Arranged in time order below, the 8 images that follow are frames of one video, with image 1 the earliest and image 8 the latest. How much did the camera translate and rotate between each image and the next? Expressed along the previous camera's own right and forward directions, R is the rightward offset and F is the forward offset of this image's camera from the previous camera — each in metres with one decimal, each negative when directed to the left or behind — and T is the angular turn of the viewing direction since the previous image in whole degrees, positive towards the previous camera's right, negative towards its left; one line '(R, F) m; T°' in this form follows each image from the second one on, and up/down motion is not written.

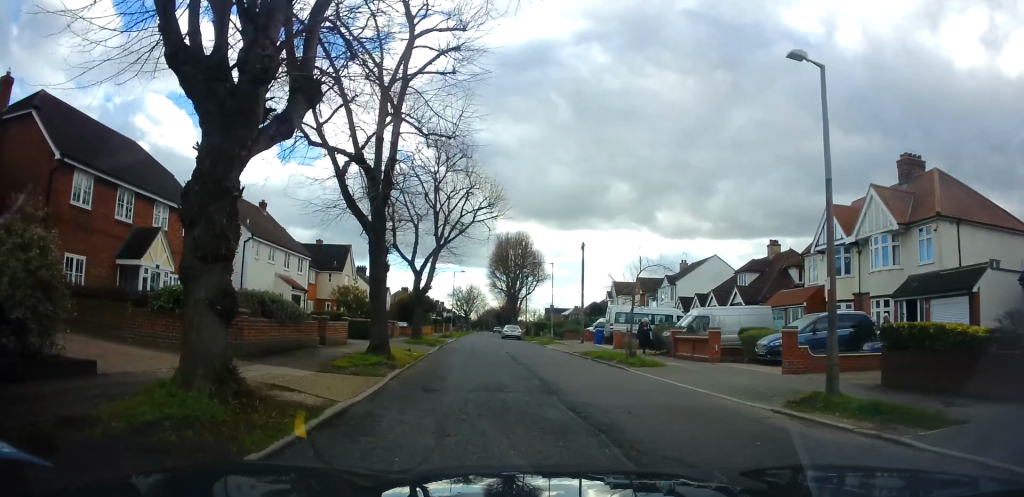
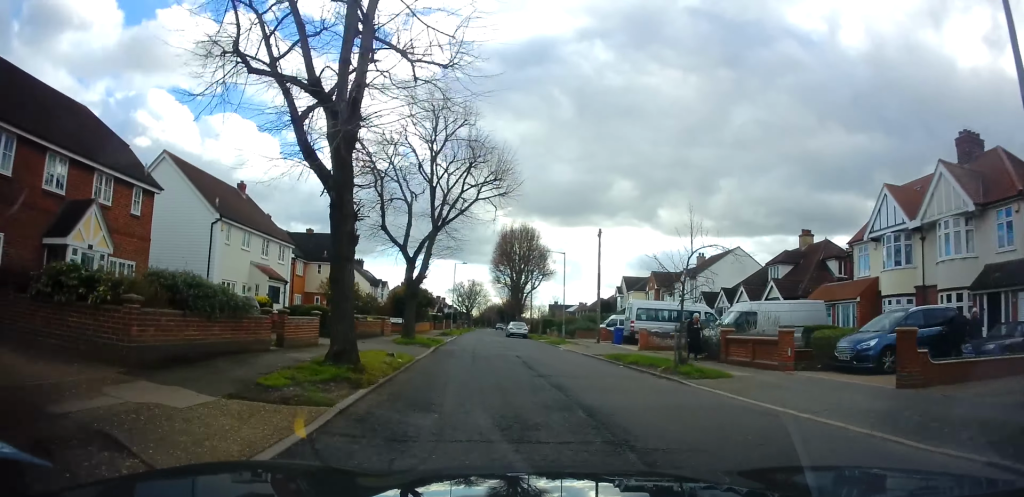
(0.0, +4.5) m; 0°
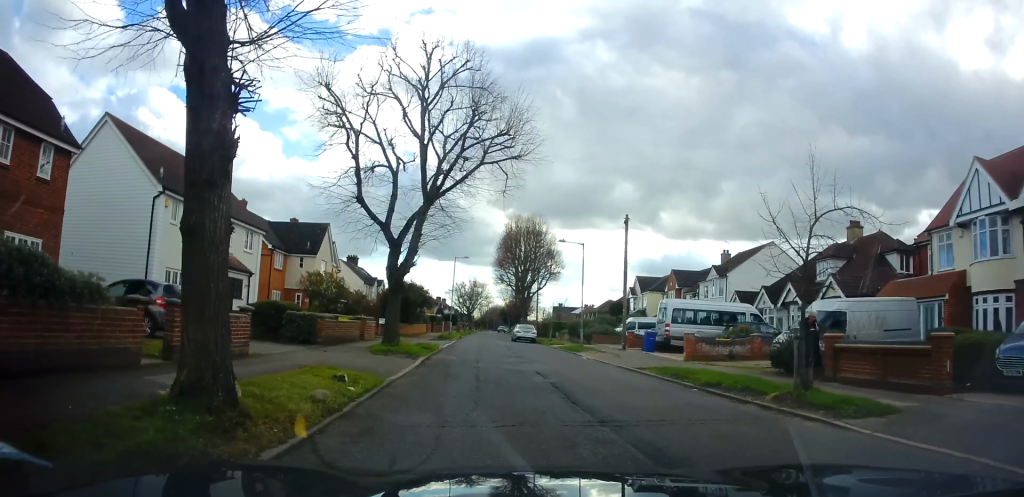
(-0.2, +5.8) m; 0°
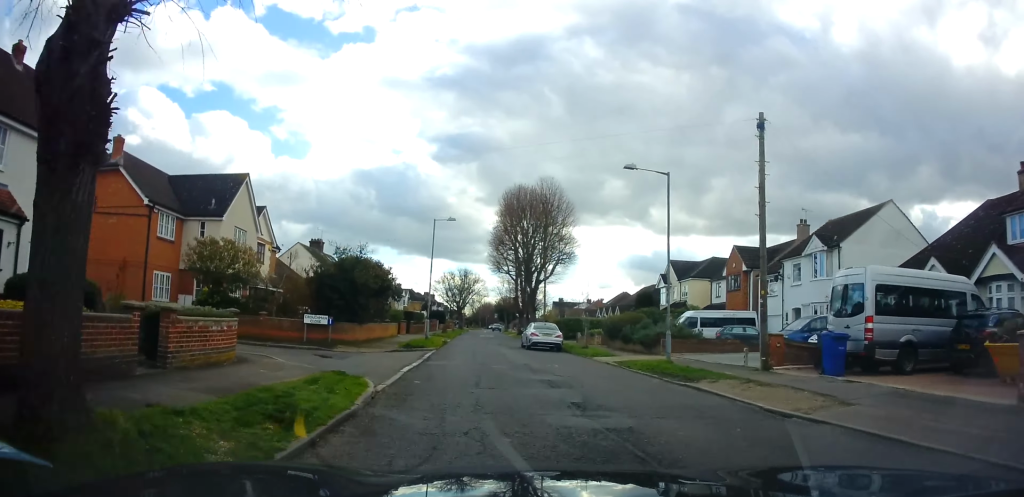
(+0.1, +15.5) m; -1°
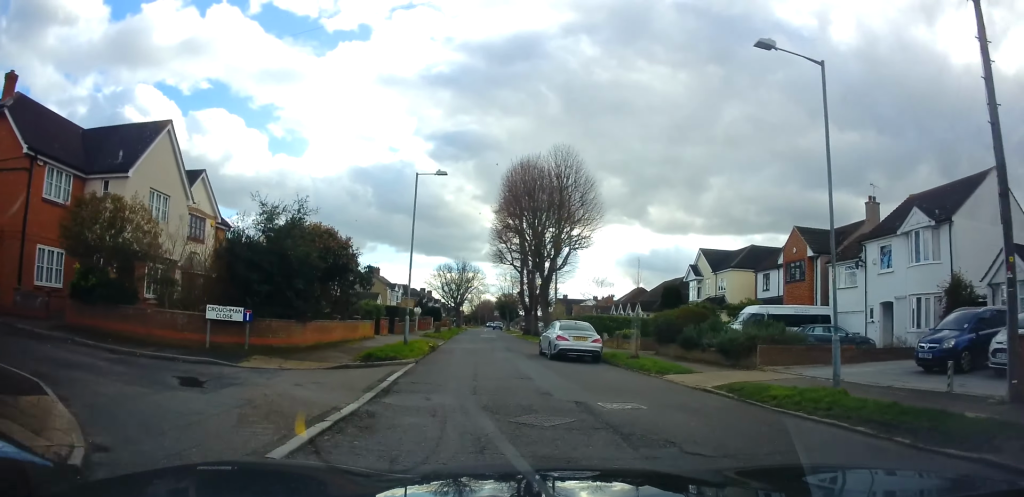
(-0.2, +8.5) m; -1°
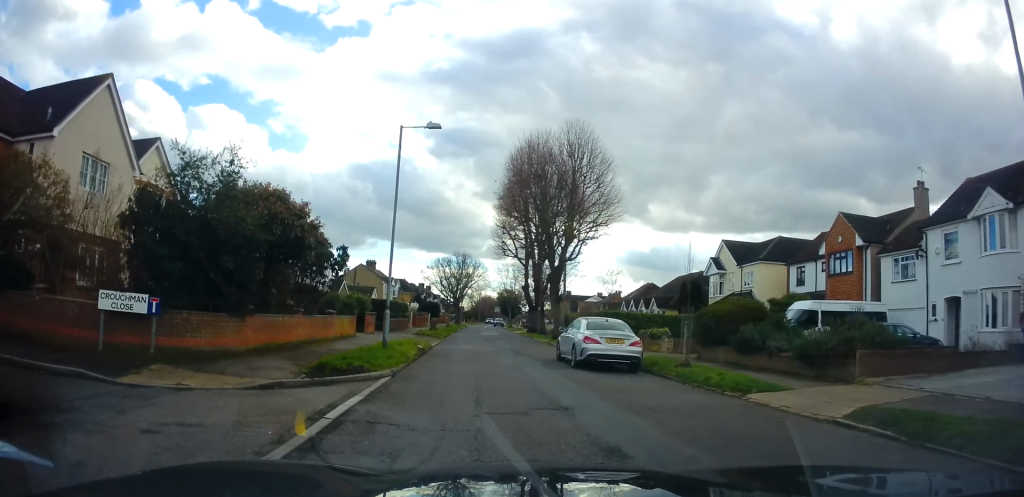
(0.0, +4.6) m; +1°
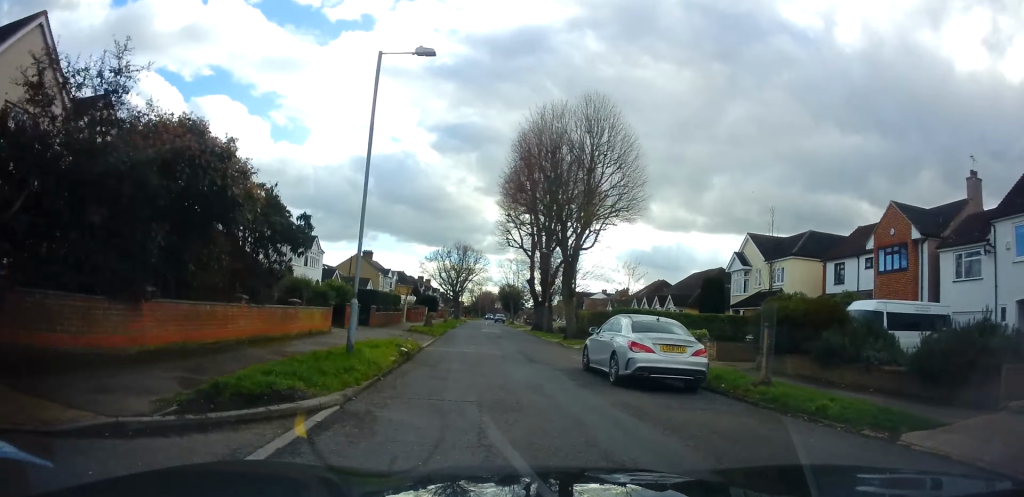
(0.0, +4.3) m; +1°
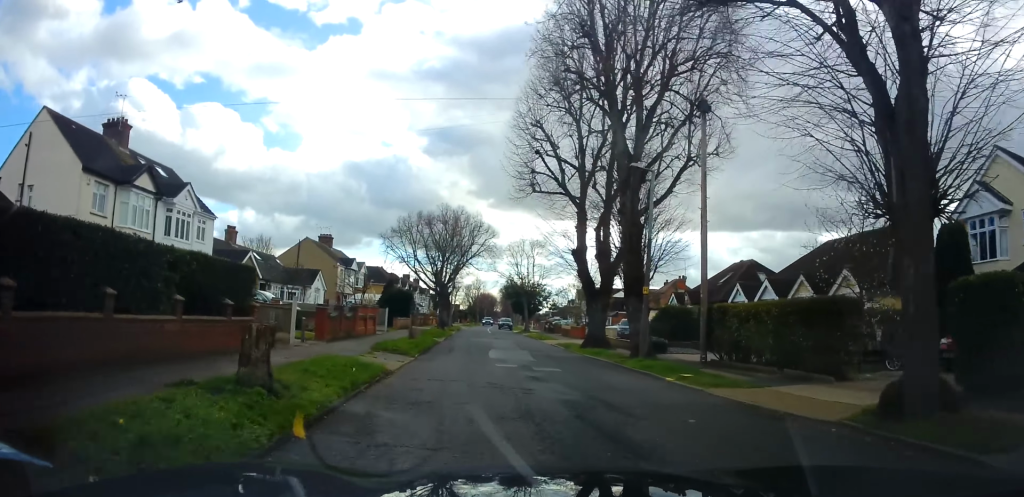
(+0.7, +25.0) m; -1°
